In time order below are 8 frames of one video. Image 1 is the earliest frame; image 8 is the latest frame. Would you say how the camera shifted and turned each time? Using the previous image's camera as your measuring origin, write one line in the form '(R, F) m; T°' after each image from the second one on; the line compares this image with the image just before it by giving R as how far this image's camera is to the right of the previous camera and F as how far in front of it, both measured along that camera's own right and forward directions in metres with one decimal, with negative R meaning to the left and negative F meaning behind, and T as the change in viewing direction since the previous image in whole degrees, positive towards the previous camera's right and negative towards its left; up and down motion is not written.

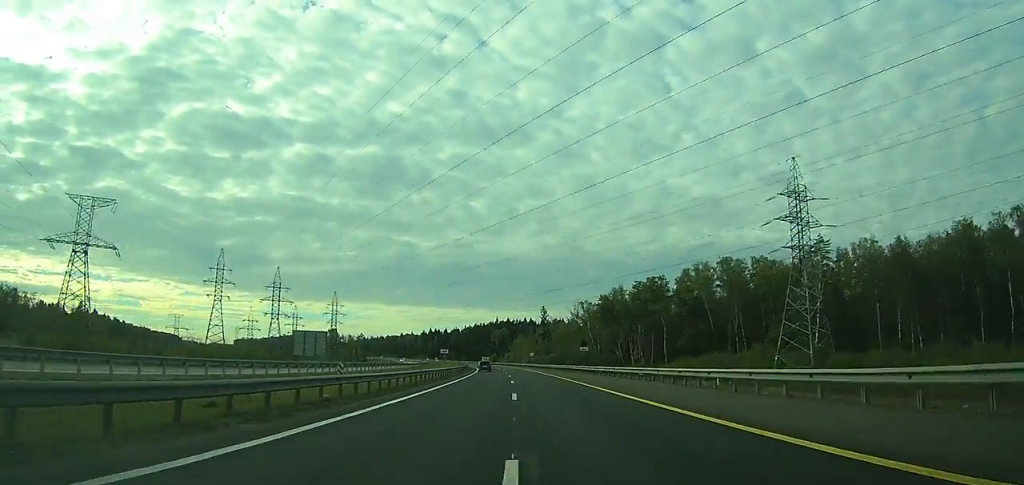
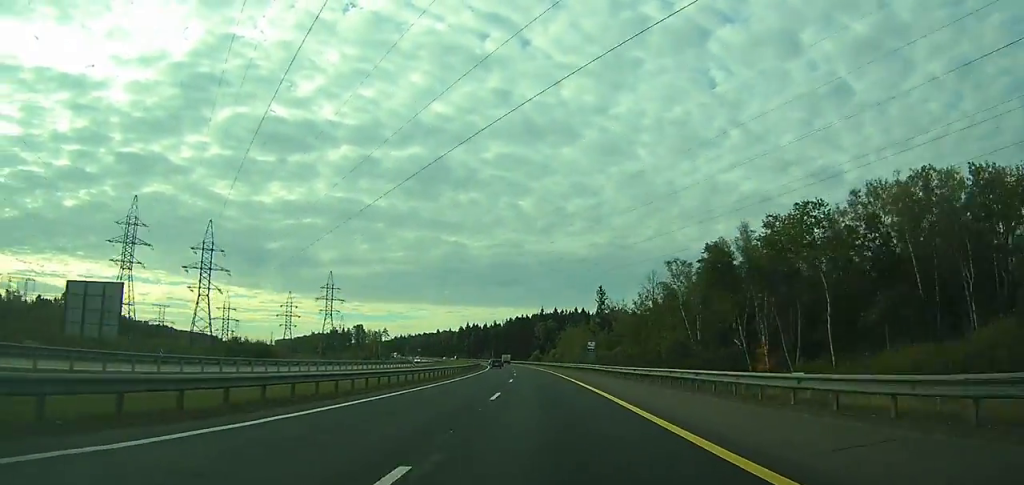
(-2.0, +67.8) m; -4°
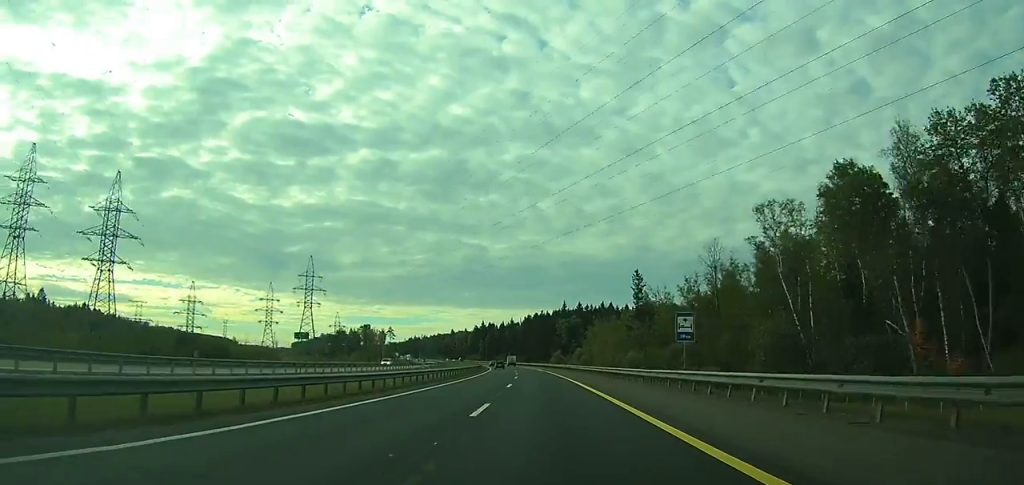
(-1.2, +38.2) m; -3°
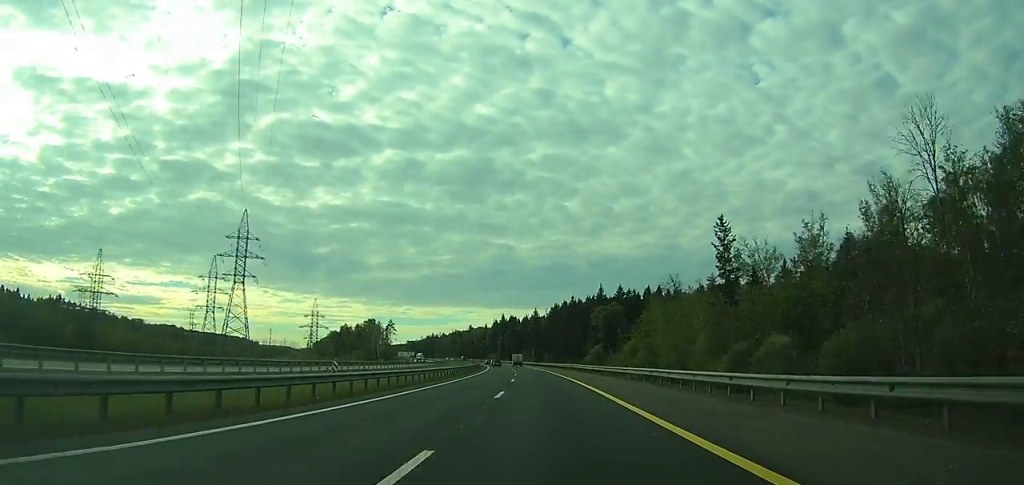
(-2.0, +59.7) m; -3°
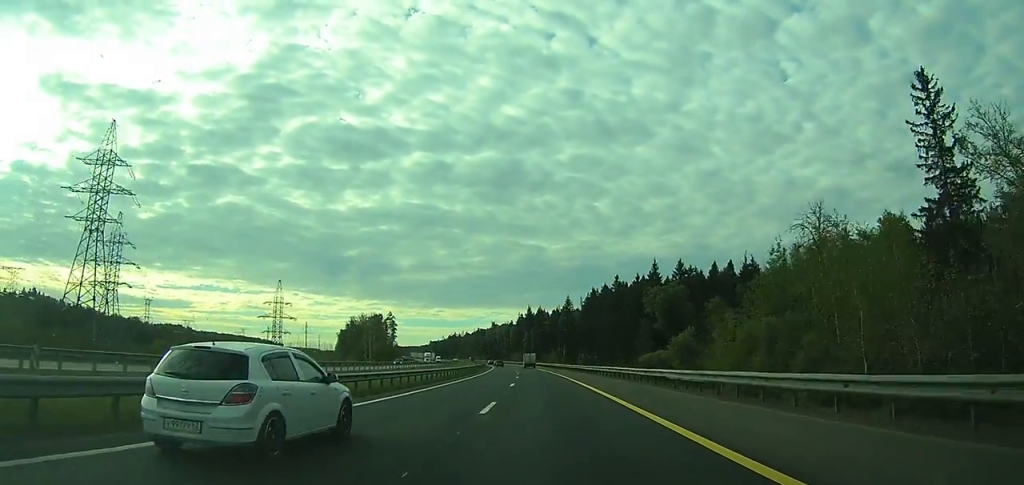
(-1.4, +55.4) m; -3°
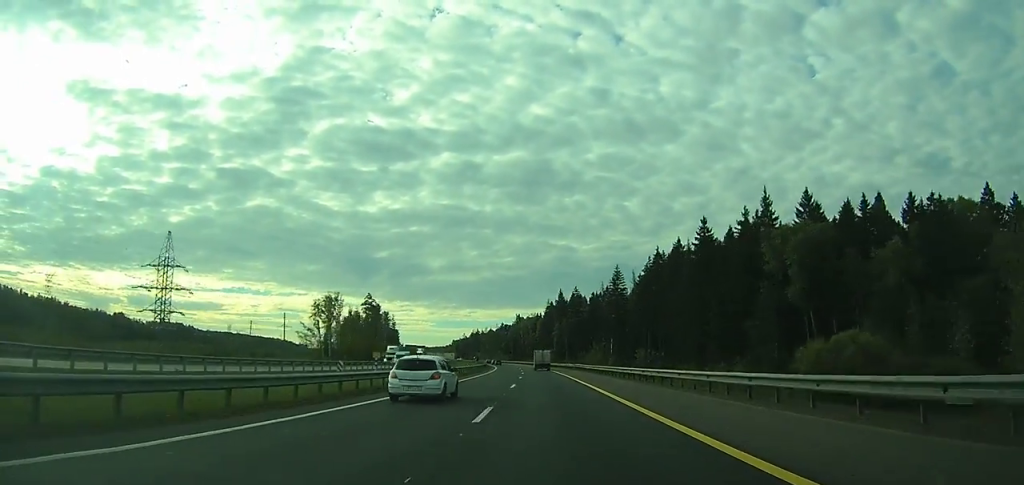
(-1.8, +68.3) m; -3°
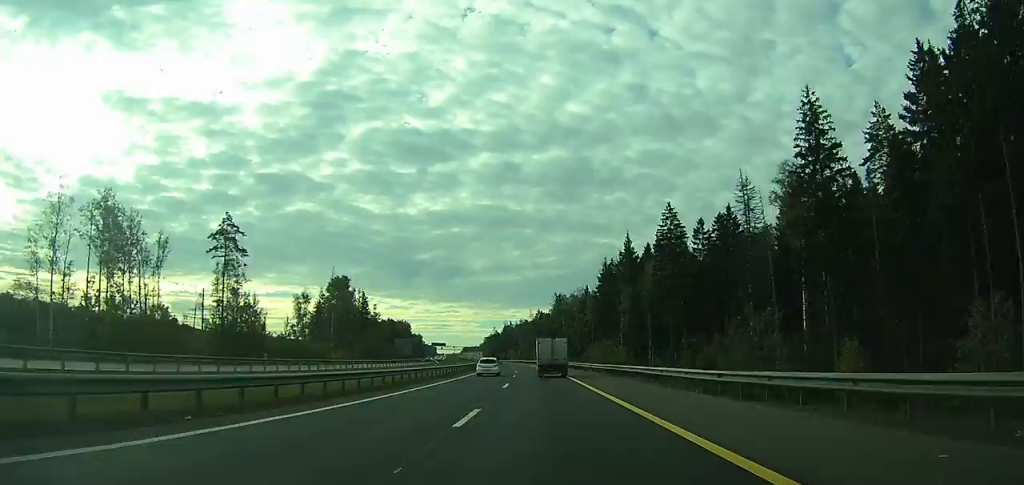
(-4.0, +99.2) m; -5°
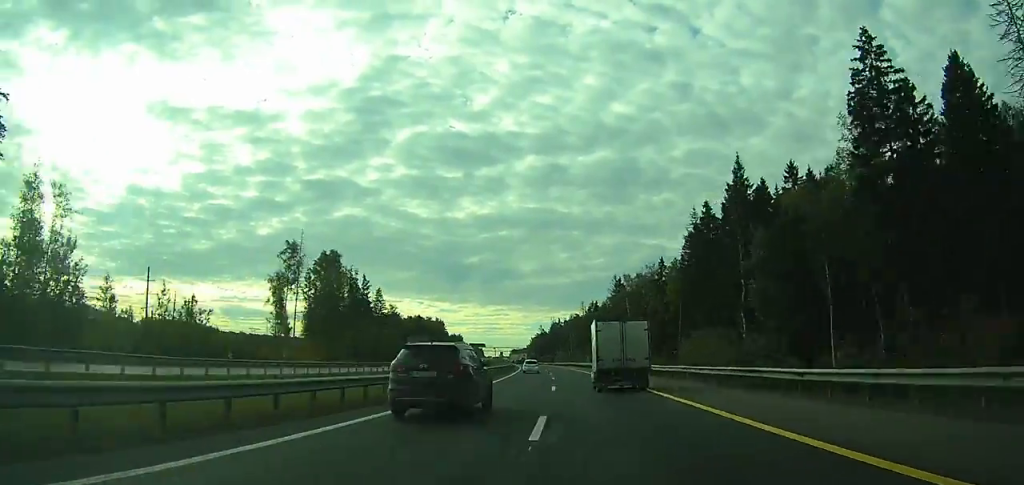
(-1.3, +47.8) m; -3°
